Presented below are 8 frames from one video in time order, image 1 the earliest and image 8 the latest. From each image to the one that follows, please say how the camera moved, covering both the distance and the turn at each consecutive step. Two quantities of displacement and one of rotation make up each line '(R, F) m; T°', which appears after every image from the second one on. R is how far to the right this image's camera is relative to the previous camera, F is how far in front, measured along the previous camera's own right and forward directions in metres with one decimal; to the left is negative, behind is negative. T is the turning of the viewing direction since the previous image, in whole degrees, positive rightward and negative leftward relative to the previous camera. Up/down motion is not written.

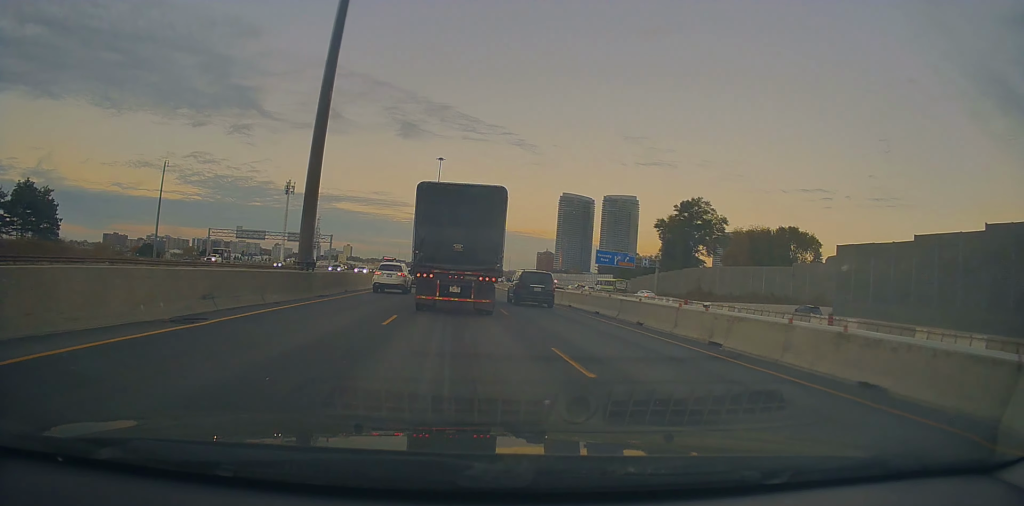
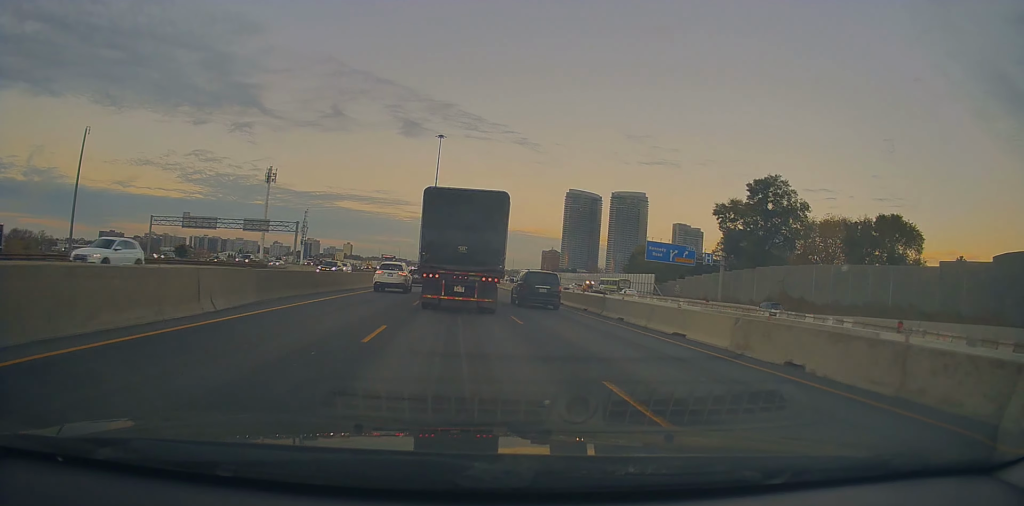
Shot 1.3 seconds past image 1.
(+0.9, +27.7) m; -1°
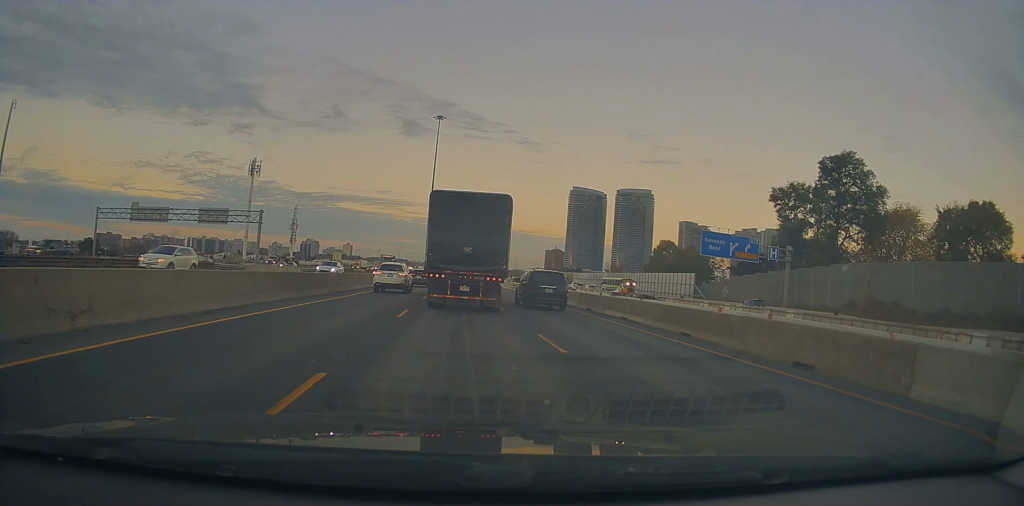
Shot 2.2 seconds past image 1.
(-0.8, +18.2) m; -2°
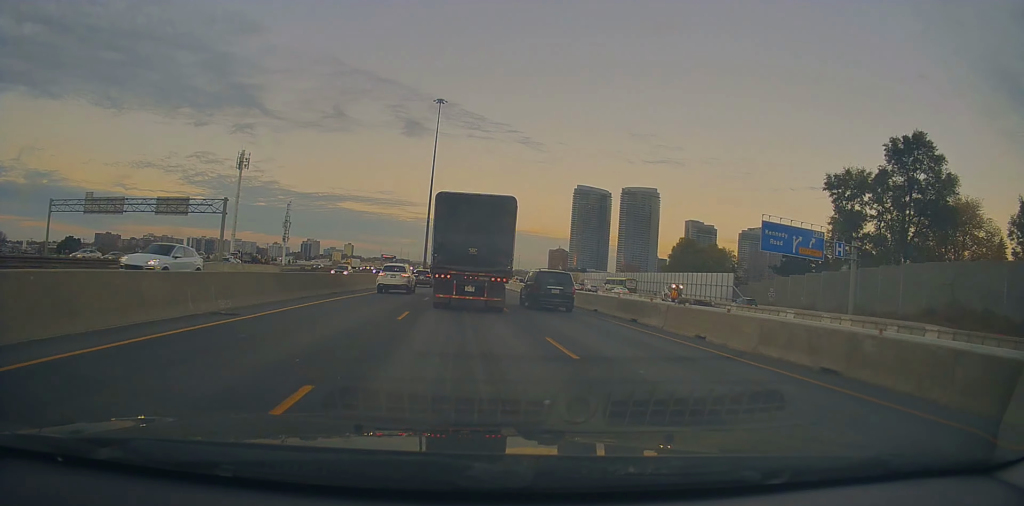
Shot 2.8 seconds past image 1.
(+0.1, +12.7) m; +1°
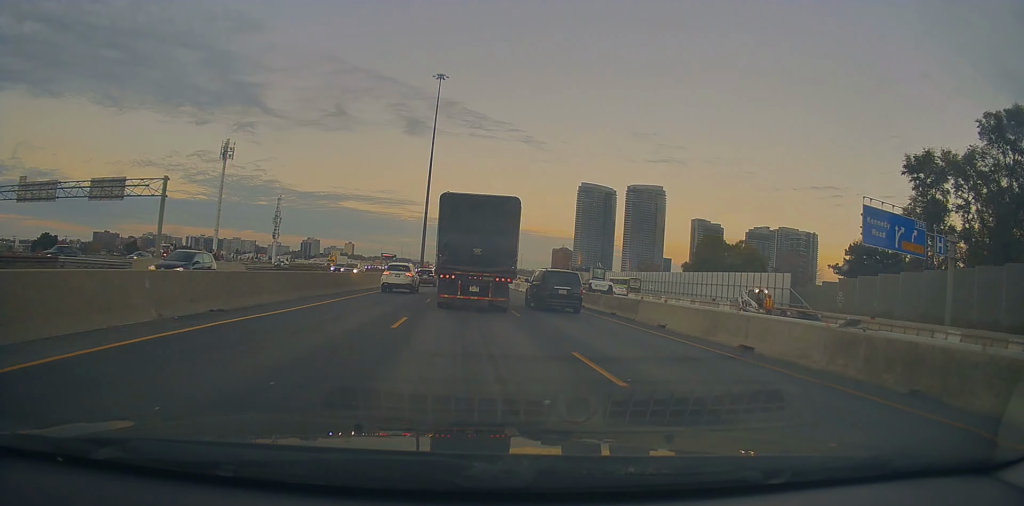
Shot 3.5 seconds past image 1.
(+0.2, +14.3) m; 0°
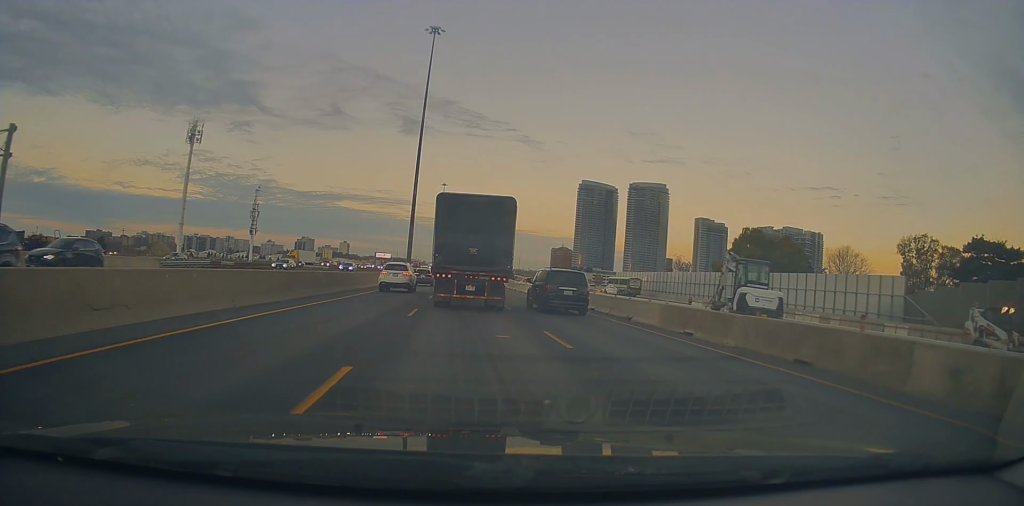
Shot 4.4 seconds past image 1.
(+0.1, +20.4) m; 0°
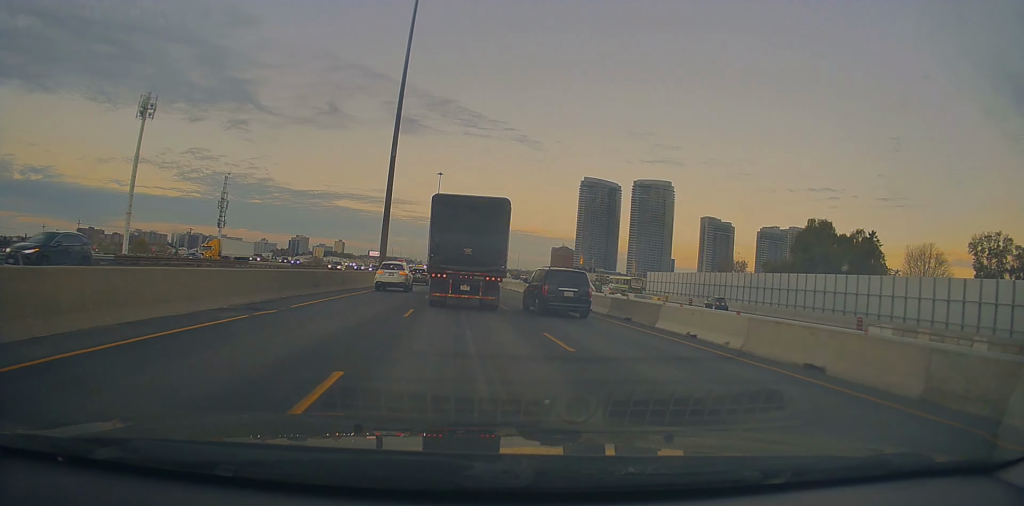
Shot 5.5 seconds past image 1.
(-0.3, +24.6) m; 0°
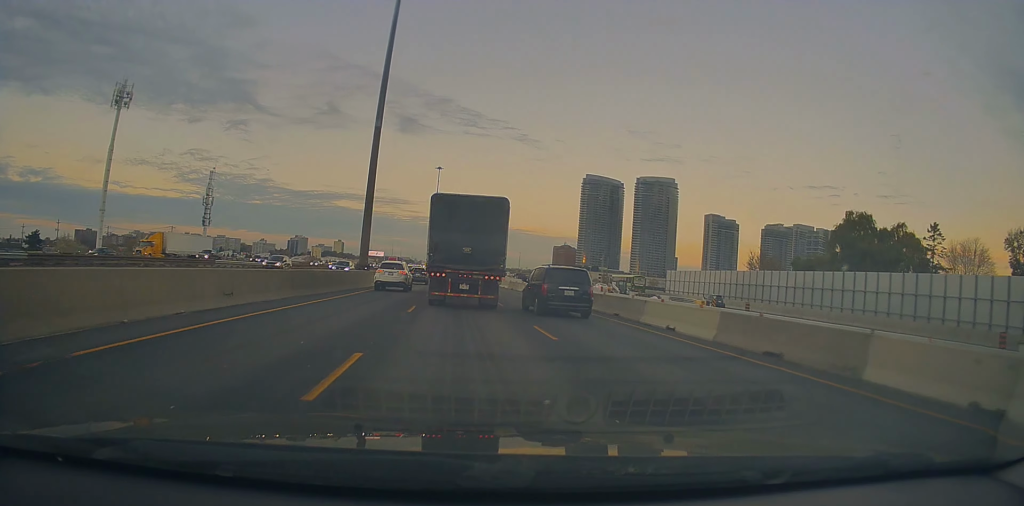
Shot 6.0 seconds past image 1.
(0.0, +10.6) m; 0°
